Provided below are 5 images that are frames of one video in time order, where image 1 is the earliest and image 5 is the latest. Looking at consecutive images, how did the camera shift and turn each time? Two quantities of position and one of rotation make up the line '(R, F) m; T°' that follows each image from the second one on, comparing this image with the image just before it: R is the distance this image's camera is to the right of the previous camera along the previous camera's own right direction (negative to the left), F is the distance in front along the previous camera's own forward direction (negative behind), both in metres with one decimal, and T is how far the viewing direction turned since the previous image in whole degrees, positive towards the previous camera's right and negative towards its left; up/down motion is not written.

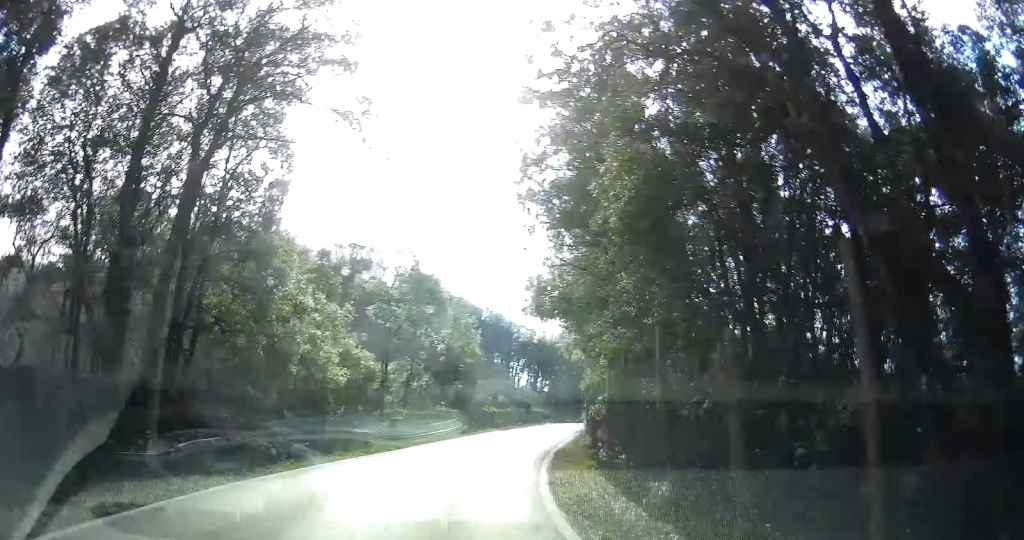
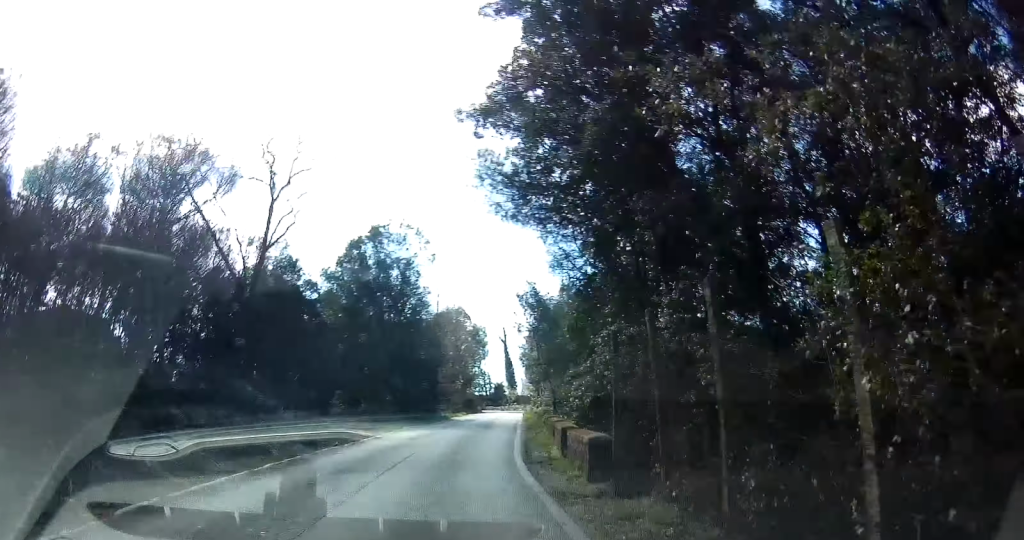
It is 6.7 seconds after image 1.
(+14.8, +81.1) m; +18°
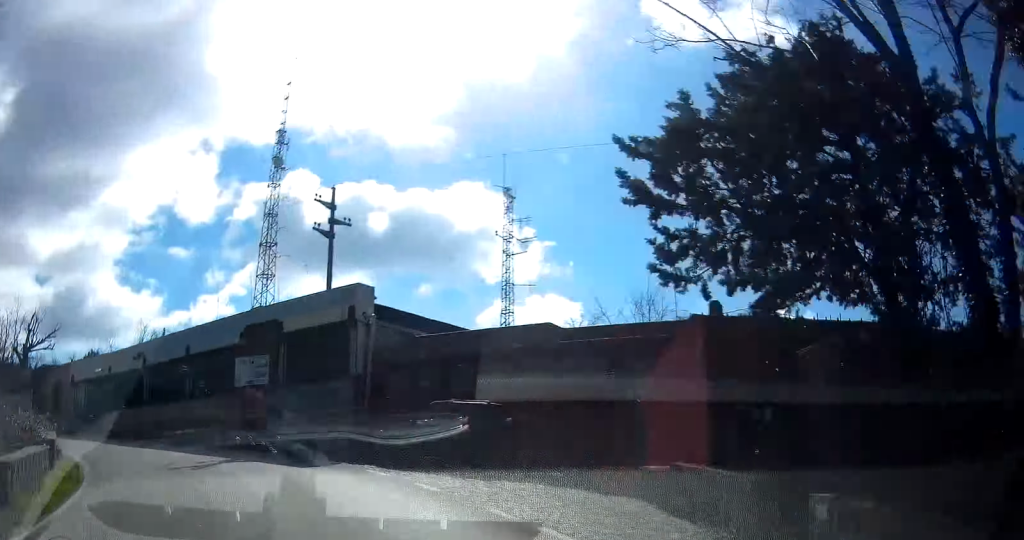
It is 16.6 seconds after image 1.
(-2.1, +107.0) m; -37°
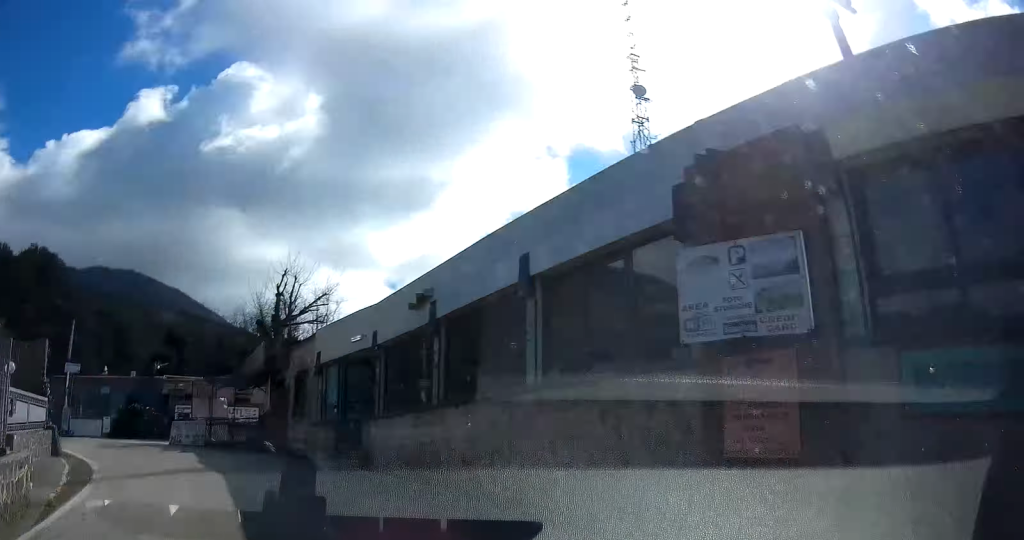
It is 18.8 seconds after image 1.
(-0.9, +15.9) m; -27°
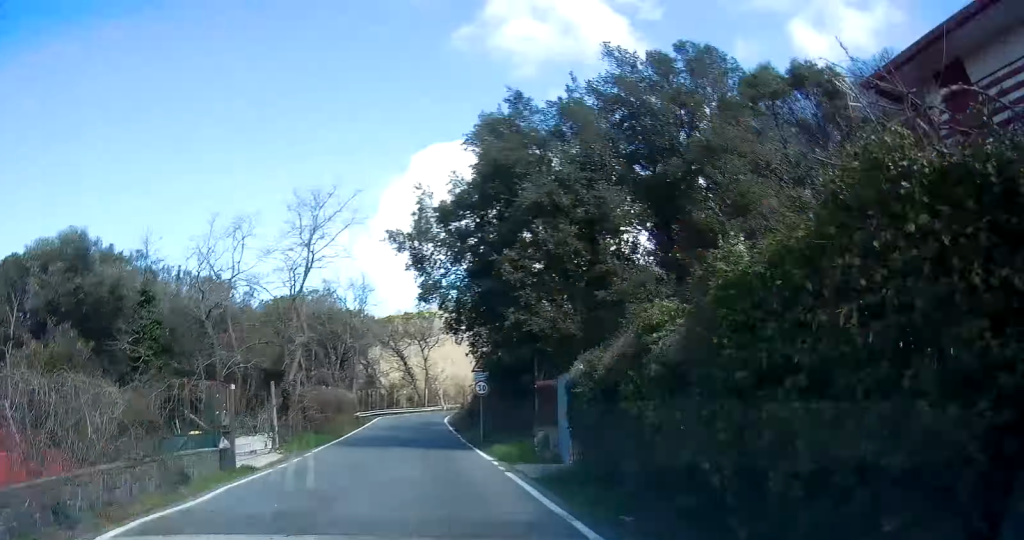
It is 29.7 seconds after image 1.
(-81.5, +20.7) m; -97°
